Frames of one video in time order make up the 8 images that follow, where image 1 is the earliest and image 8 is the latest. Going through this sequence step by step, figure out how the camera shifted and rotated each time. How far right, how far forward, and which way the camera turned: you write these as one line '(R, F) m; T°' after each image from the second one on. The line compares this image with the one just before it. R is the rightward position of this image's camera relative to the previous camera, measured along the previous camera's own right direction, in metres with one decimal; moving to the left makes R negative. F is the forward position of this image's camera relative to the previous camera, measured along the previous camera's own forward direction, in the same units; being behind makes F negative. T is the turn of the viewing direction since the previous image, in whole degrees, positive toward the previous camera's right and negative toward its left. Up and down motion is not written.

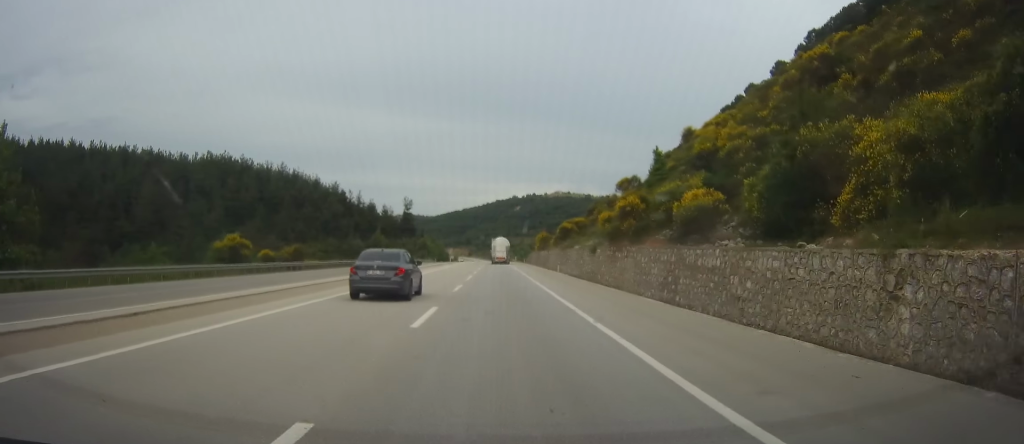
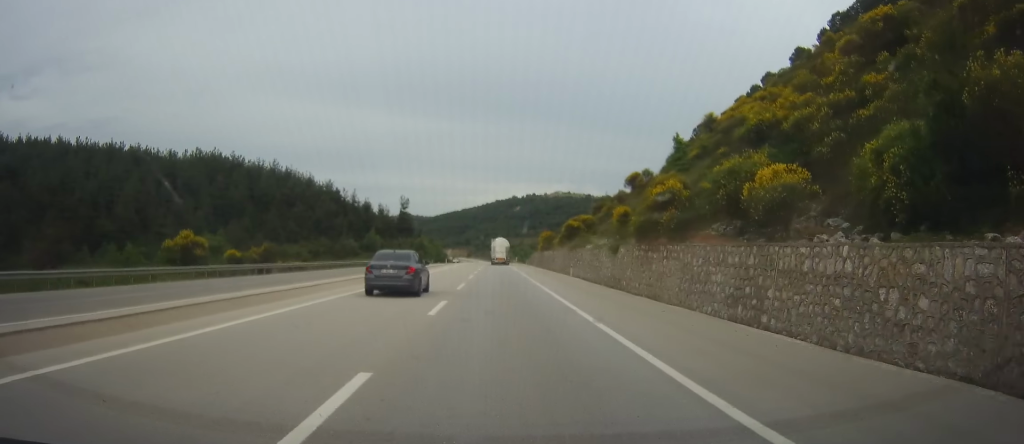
(0.0, +9.4) m; 0°
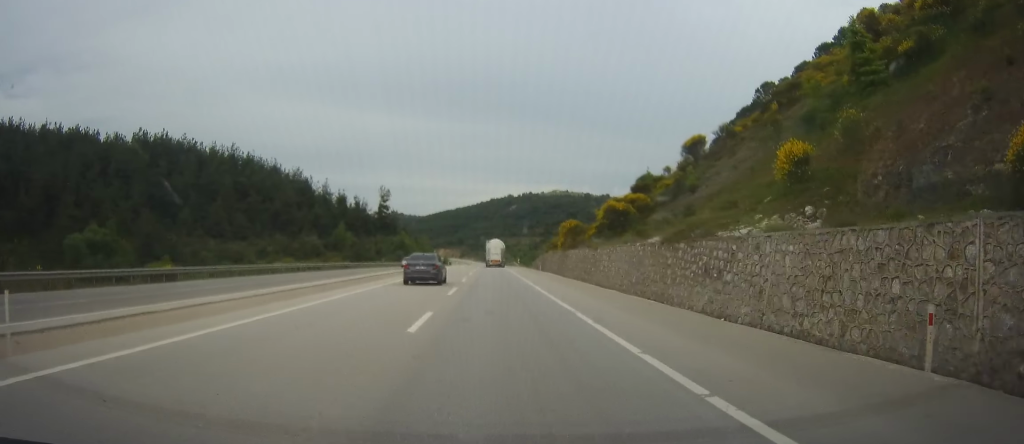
(+0.6, +39.7) m; +1°
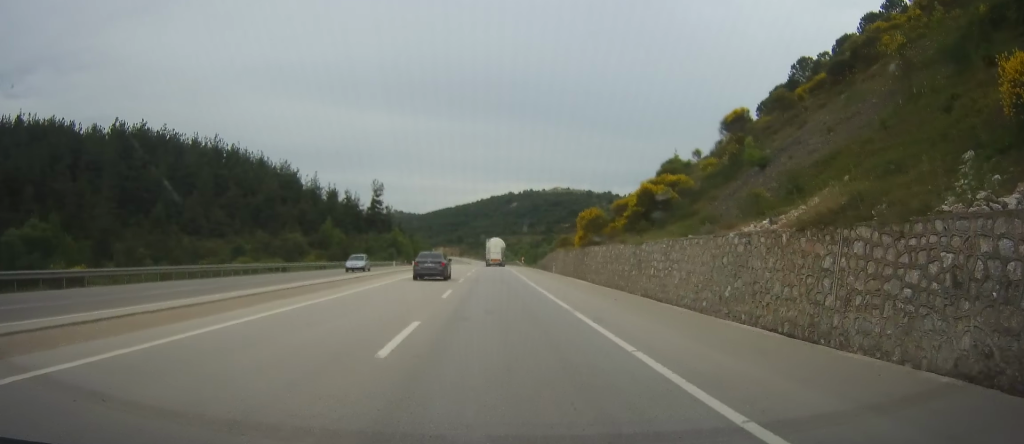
(-0.2, +15.3) m; -1°
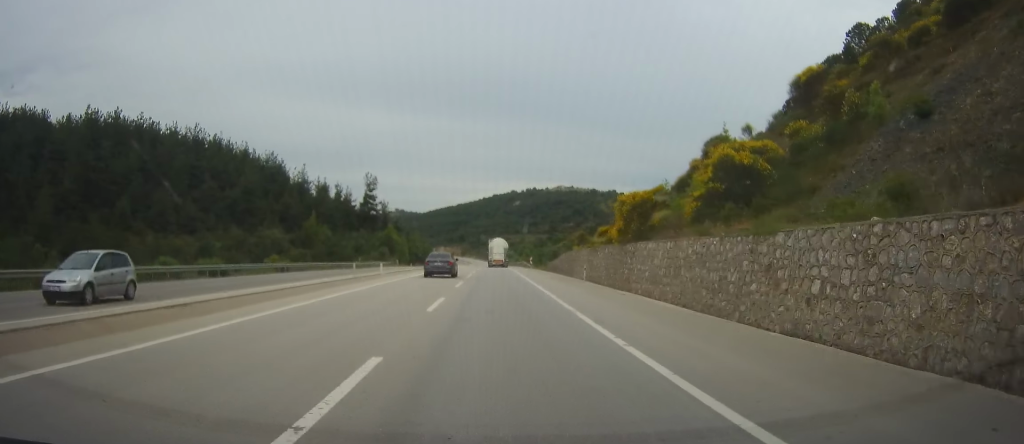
(-0.1, +16.7) m; 0°
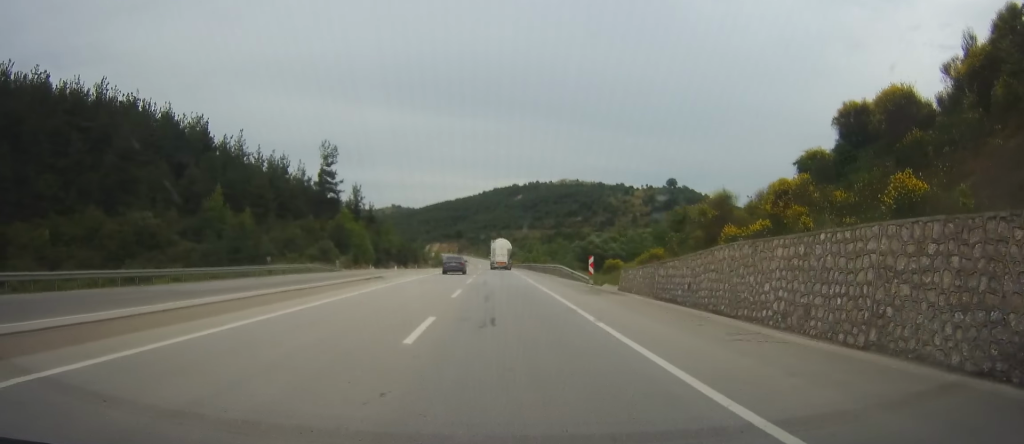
(-0.5, +54.5) m; -1°
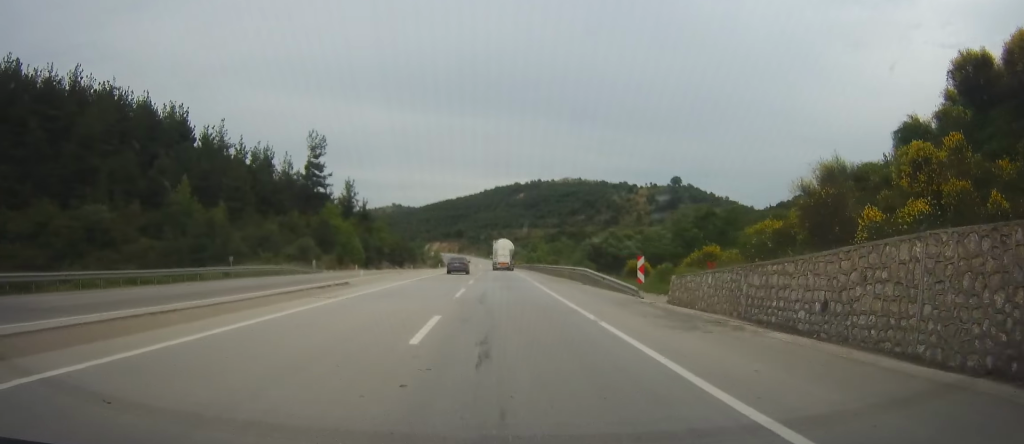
(+0.1, +12.2) m; 0°
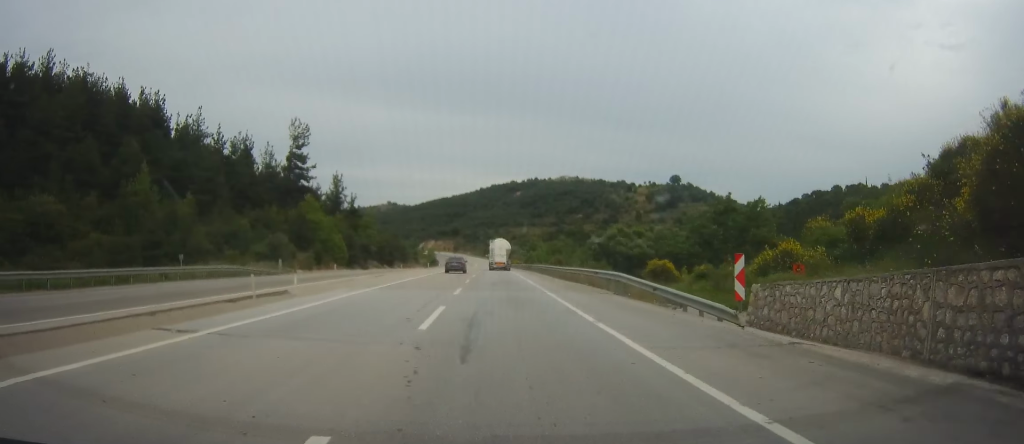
(+0.1, +10.2) m; 0°
